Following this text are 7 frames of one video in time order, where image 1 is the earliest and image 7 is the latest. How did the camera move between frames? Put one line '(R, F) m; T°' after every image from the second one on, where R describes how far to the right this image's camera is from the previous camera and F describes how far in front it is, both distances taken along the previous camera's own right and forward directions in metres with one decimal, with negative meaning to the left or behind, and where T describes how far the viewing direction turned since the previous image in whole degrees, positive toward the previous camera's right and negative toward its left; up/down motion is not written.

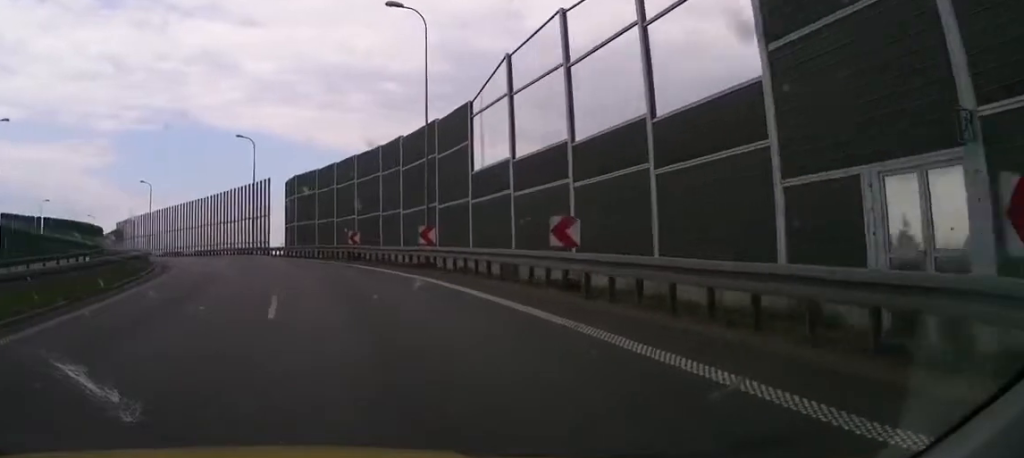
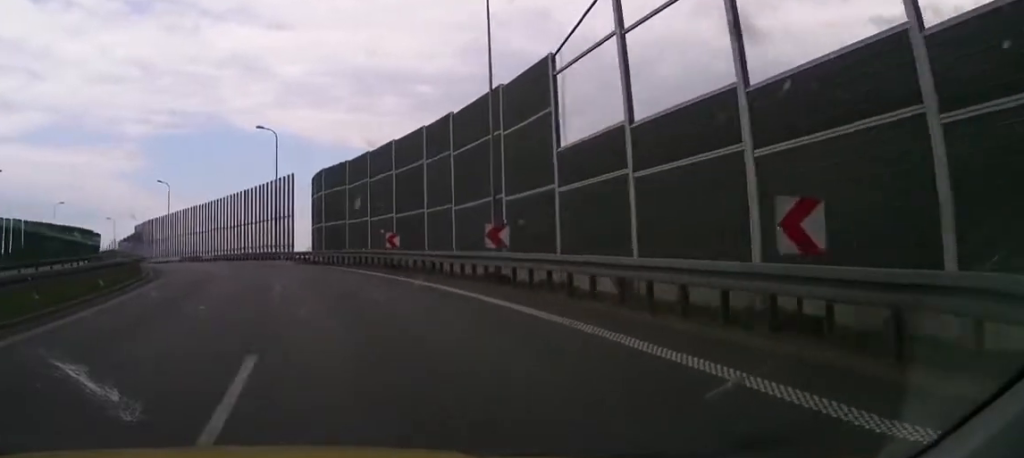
(0.0, +7.8) m; 0°
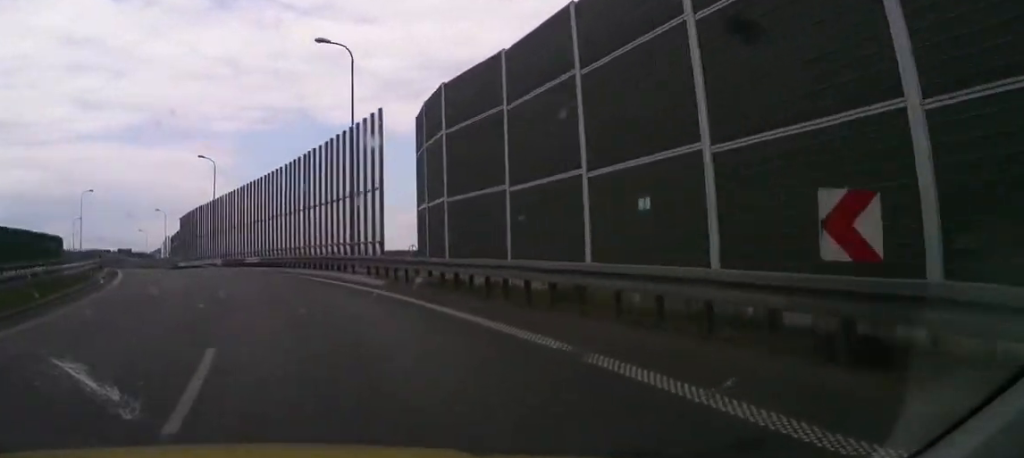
(-0.9, +25.1) m; -8°
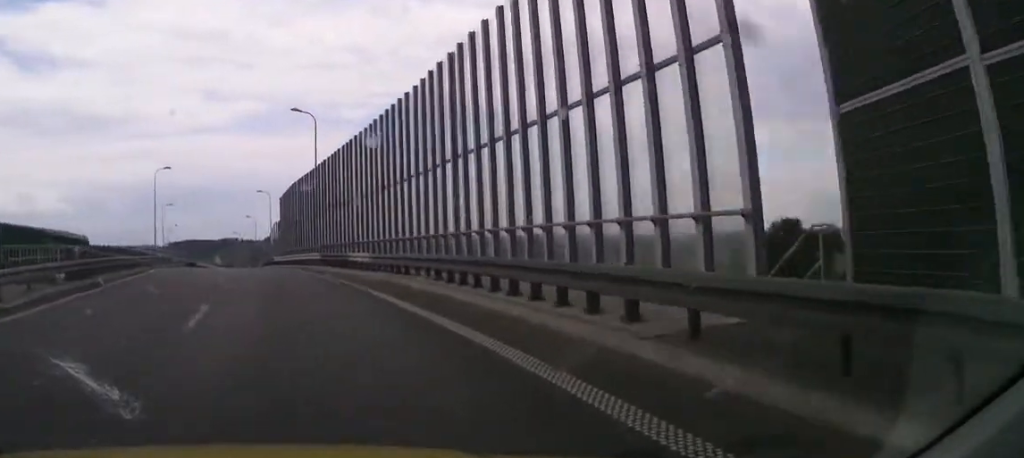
(-1.9, +19.1) m; -10°
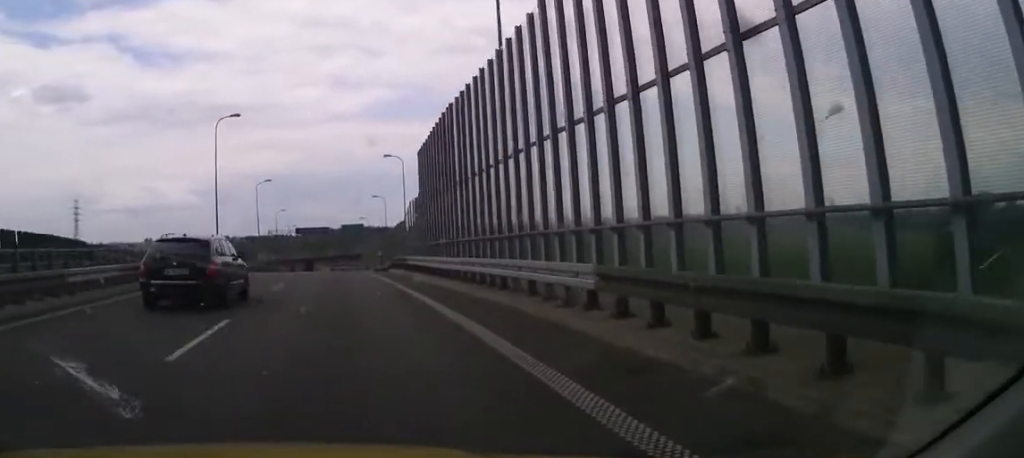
(-3.2, +25.8) m; -11°
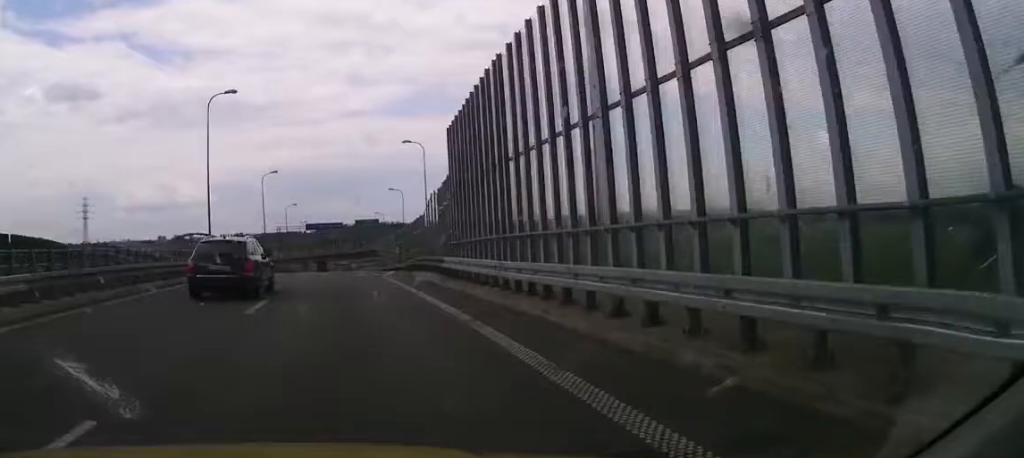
(0.0, +6.3) m; 0°
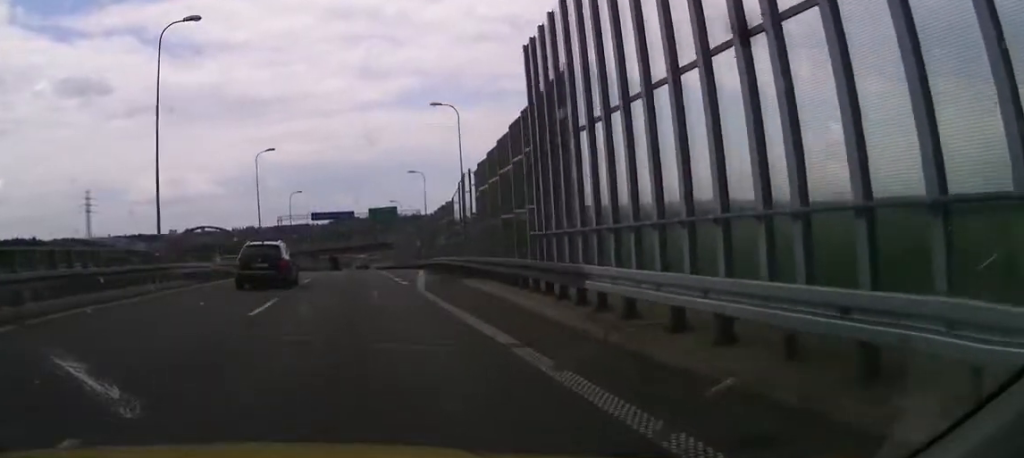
(0.0, +11.6) m; -2°
